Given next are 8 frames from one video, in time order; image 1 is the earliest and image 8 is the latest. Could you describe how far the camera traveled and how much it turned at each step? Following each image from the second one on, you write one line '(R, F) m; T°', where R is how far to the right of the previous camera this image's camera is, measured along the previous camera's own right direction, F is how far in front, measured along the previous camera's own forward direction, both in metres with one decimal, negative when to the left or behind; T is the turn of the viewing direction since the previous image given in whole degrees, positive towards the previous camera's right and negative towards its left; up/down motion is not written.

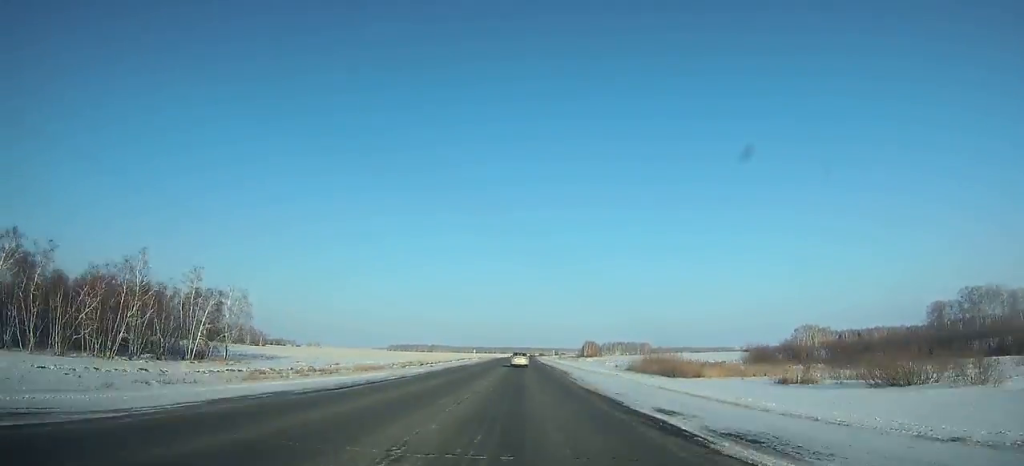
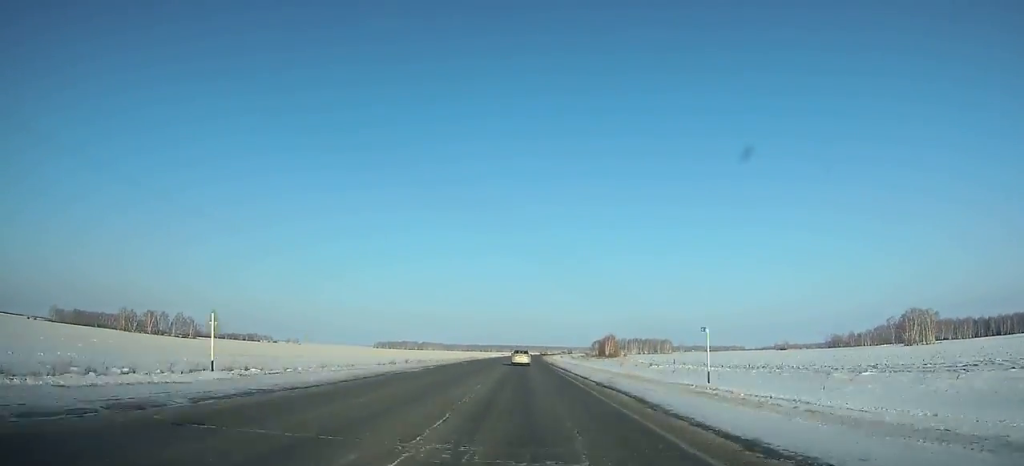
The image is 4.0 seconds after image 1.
(0.0, +107.5) m; 0°
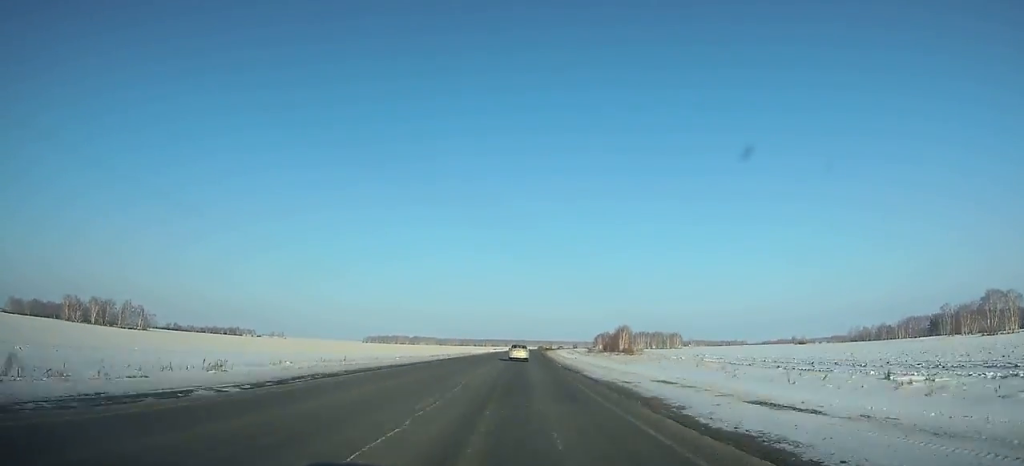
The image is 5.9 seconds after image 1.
(+0.1, +51.7) m; +1°
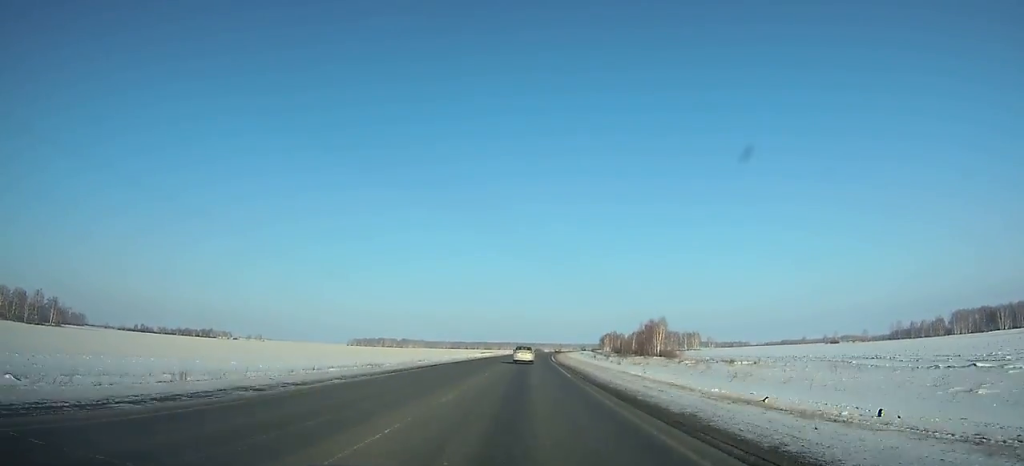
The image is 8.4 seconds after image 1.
(+0.6, +68.1) m; +1°
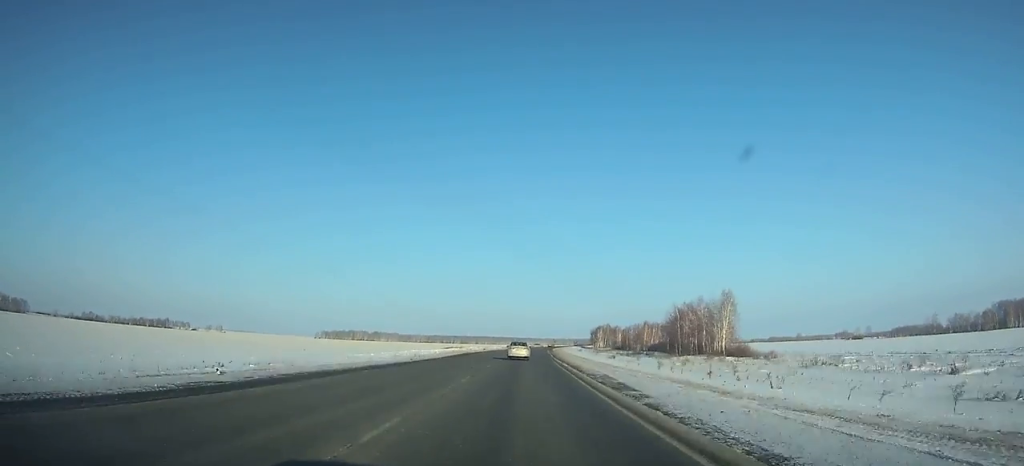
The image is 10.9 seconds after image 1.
(+0.9, +67.7) m; +1°
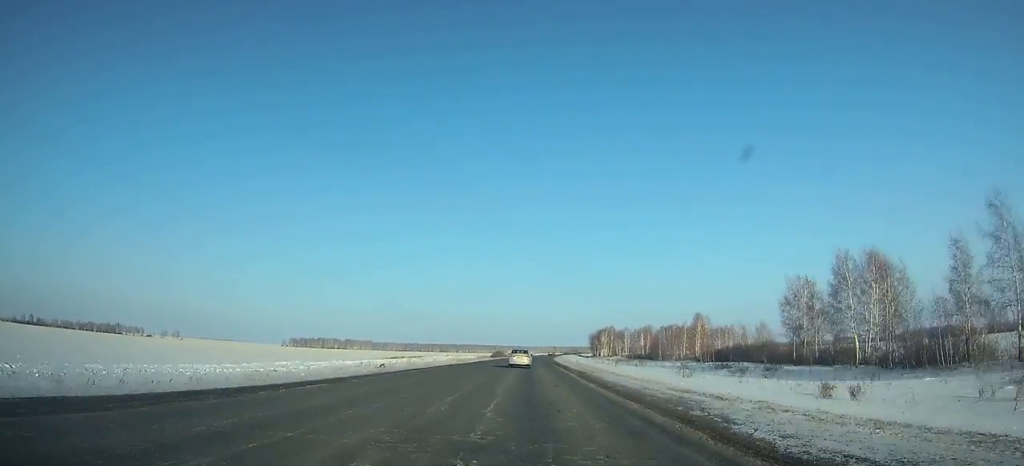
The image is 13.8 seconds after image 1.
(+1.2, +77.8) m; +2°
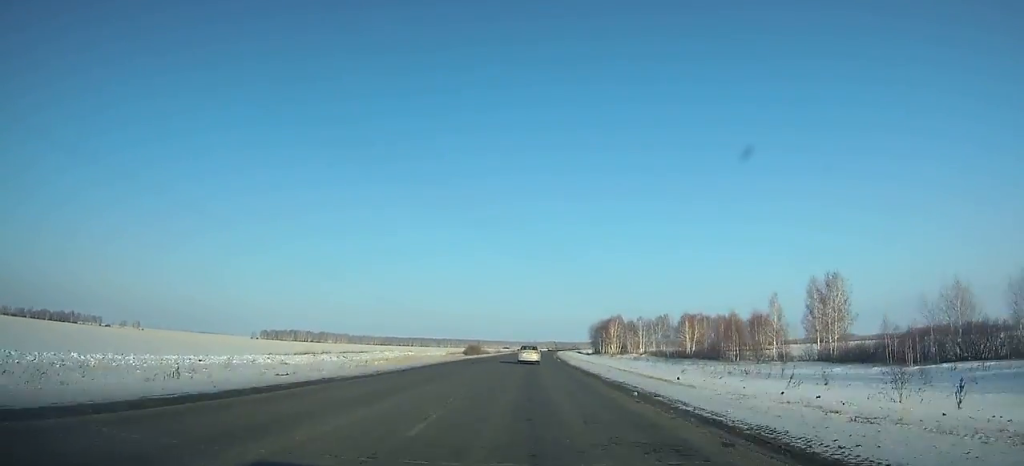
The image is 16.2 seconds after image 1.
(+0.7, +63.6) m; +1°
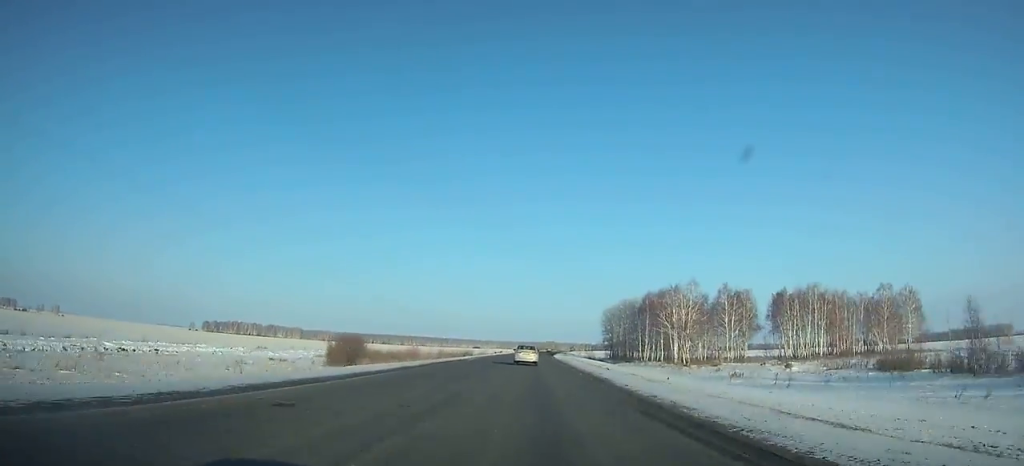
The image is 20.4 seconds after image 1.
(+2.5, +109.0) m; +3°
